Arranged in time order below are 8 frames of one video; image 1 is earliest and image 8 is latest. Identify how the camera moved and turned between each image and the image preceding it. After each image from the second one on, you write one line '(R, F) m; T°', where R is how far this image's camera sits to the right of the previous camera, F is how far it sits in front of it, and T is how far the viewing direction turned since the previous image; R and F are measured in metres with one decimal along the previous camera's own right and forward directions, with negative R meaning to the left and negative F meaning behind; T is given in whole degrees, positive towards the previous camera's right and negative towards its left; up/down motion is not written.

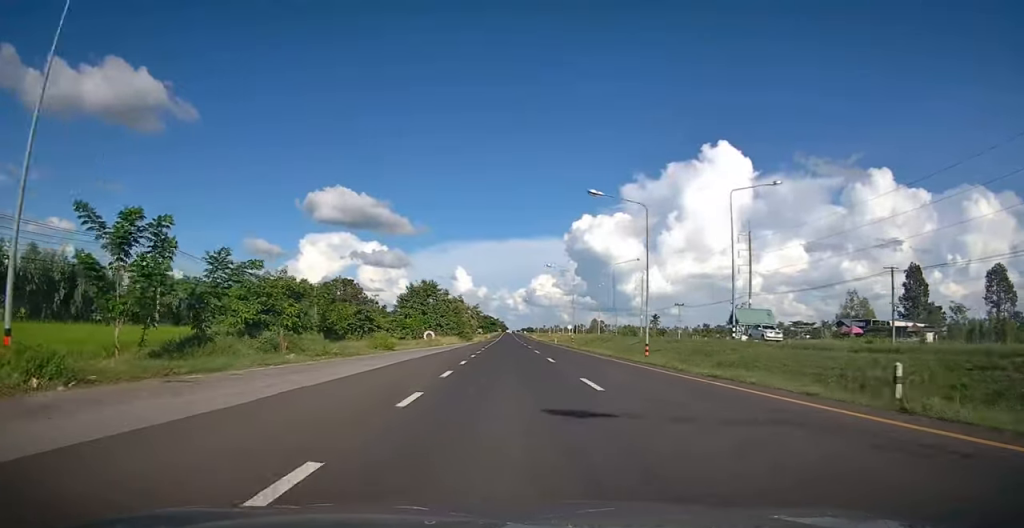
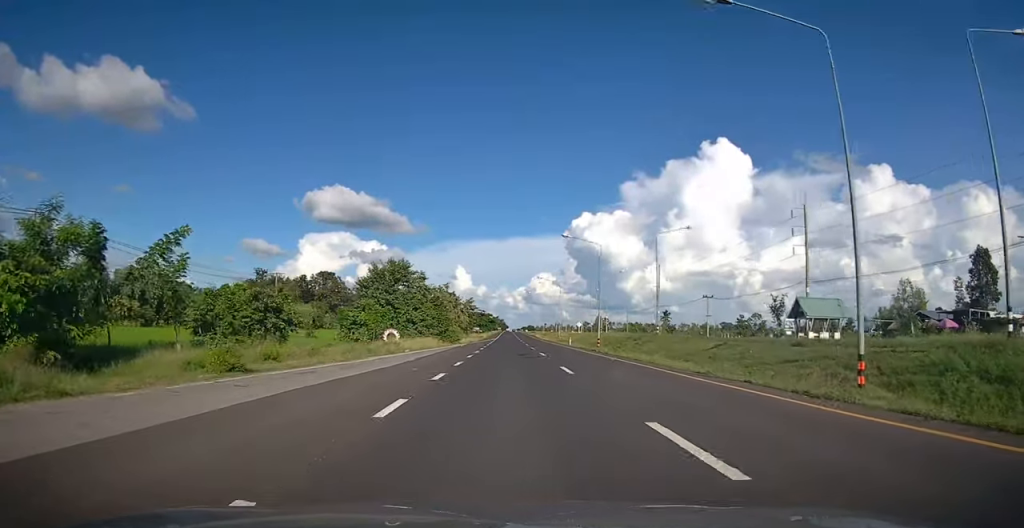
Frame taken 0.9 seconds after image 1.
(0.0, +19.3) m; 0°
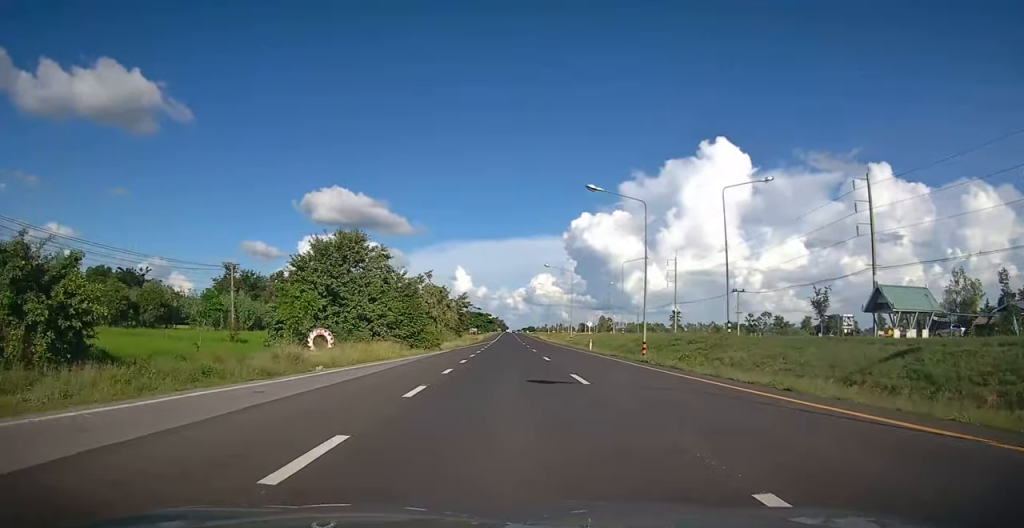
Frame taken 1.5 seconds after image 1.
(+0.1, +15.6) m; 0°
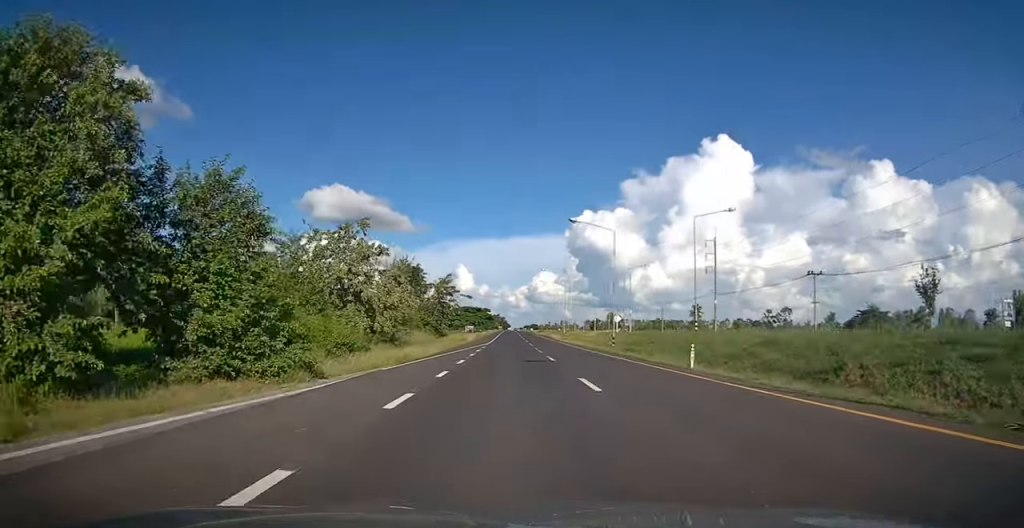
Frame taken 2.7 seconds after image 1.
(-0.1, +25.8) m; -1°
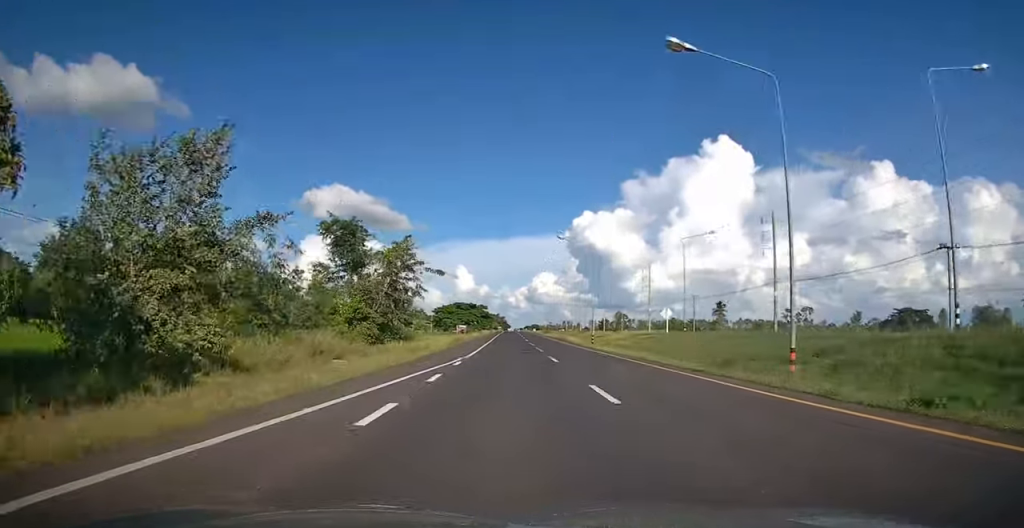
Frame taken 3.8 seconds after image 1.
(-0.2, +25.6) m; 0°
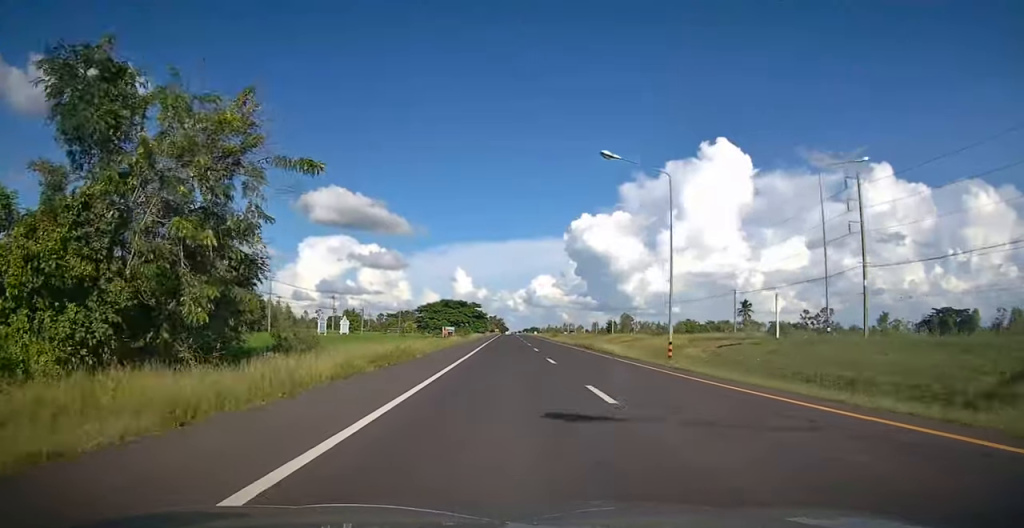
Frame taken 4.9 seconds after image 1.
(+0.1, +23.8) m; 0°
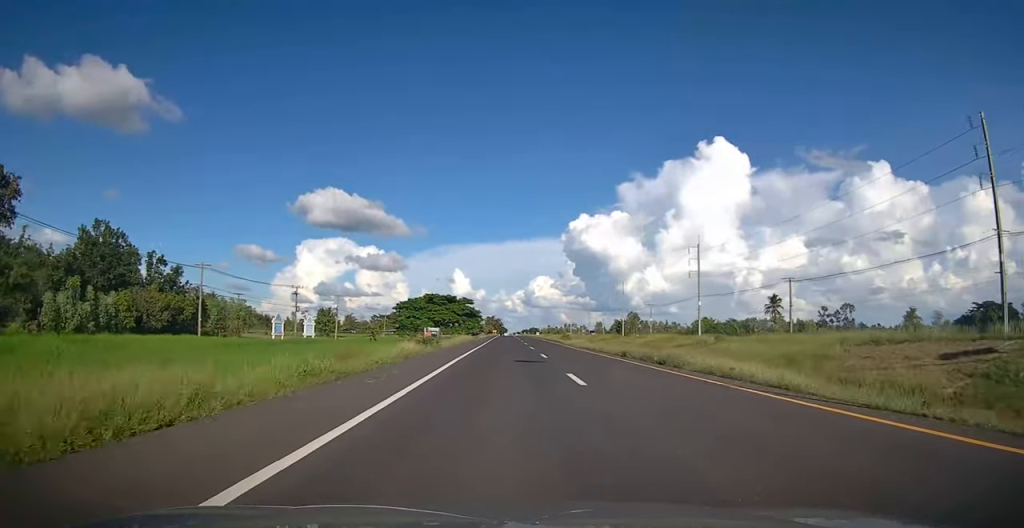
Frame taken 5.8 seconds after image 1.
(-0.1, +21.1) m; 0°
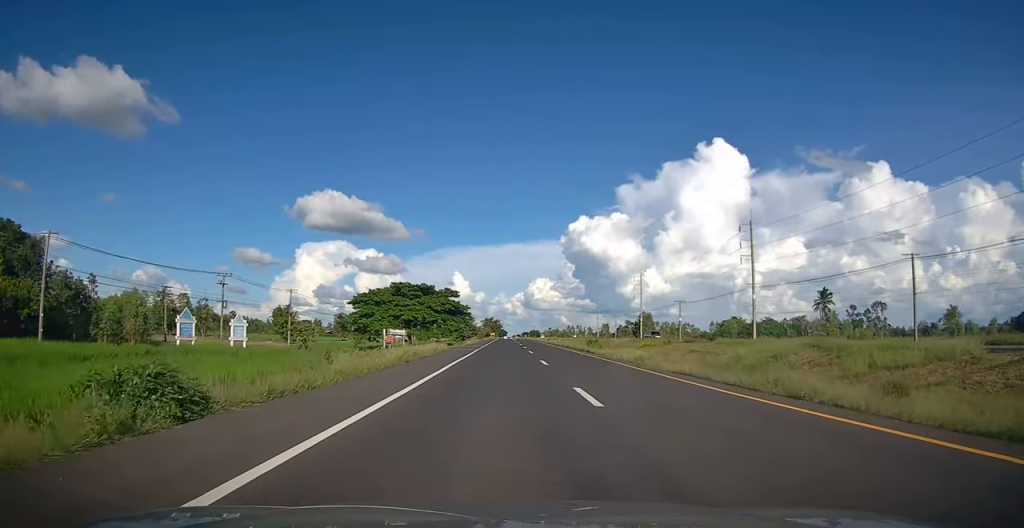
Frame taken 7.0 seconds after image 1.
(+0.2, +27.3) m; 0°
